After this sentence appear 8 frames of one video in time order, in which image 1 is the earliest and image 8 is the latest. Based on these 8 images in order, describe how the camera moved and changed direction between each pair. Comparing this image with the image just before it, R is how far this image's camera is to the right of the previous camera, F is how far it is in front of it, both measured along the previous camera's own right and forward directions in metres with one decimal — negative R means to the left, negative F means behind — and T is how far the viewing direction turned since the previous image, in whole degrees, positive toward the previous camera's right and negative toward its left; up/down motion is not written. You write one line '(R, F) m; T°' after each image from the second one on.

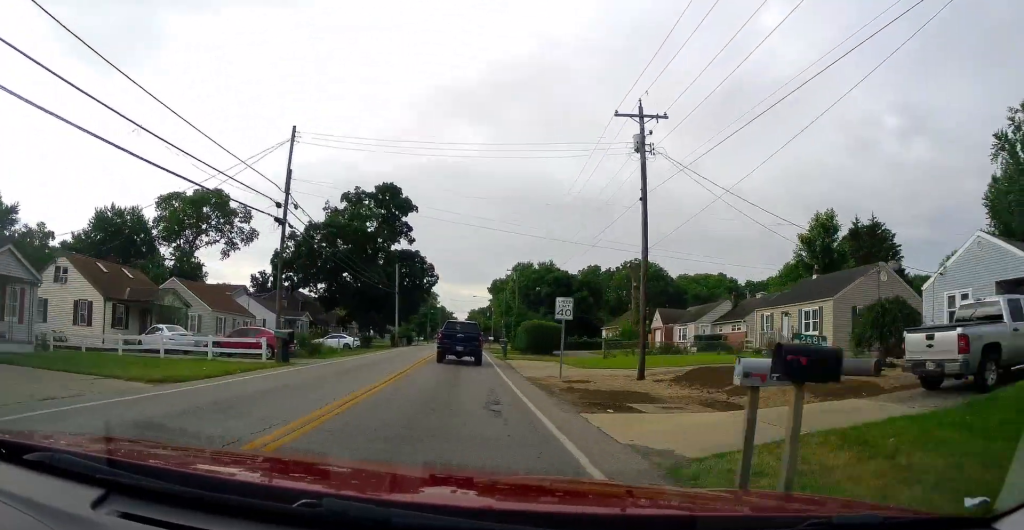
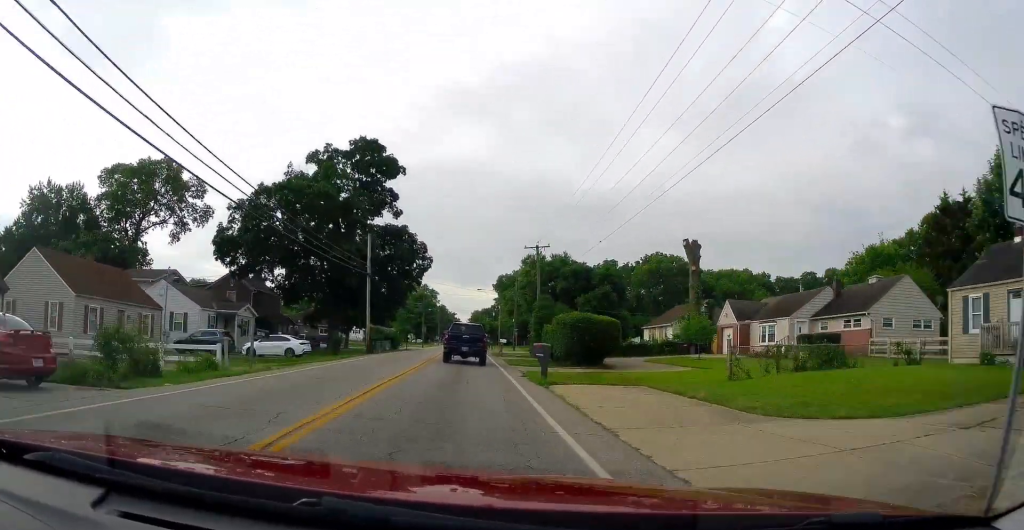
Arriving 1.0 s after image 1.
(-0.1, +18.3) m; -2°
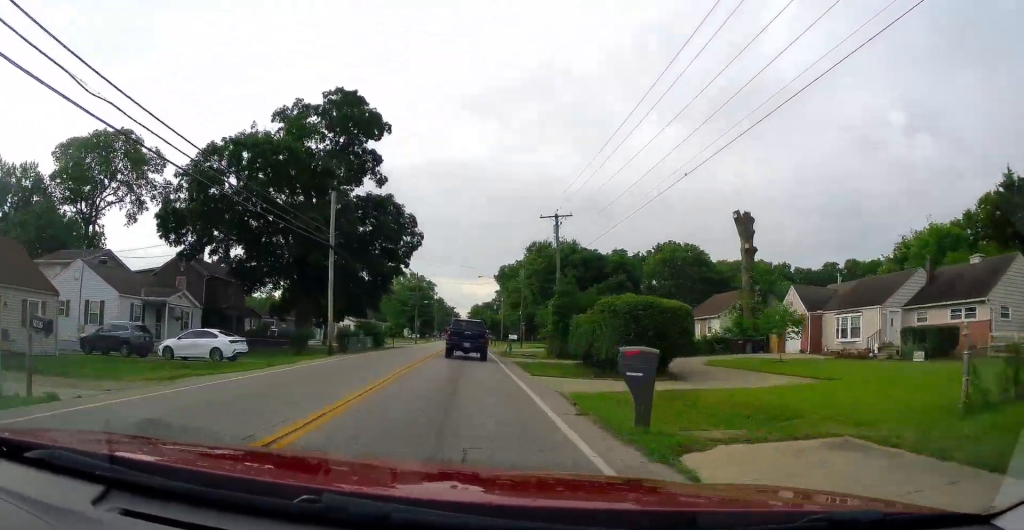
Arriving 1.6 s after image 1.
(-0.5, +11.0) m; 0°
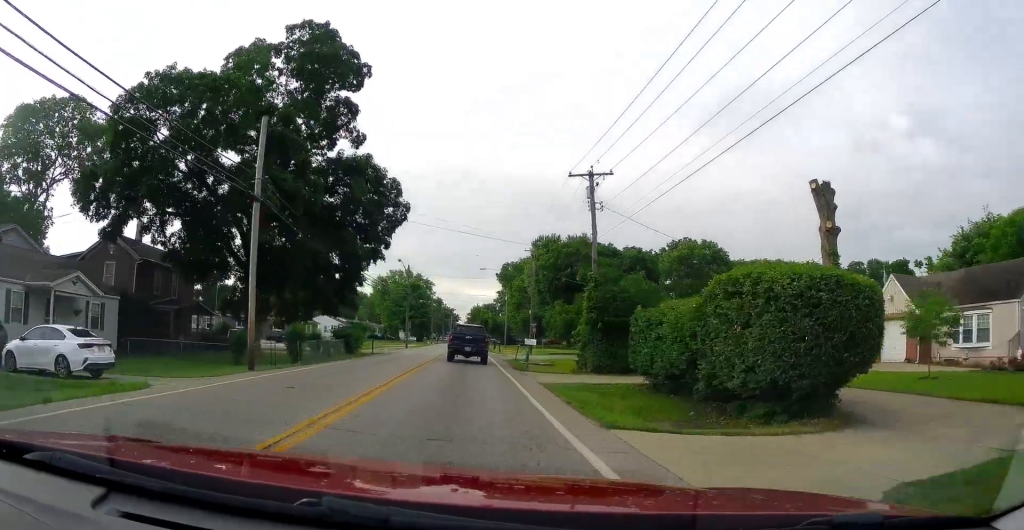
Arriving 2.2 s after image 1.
(+0.3, +10.9) m; +1°
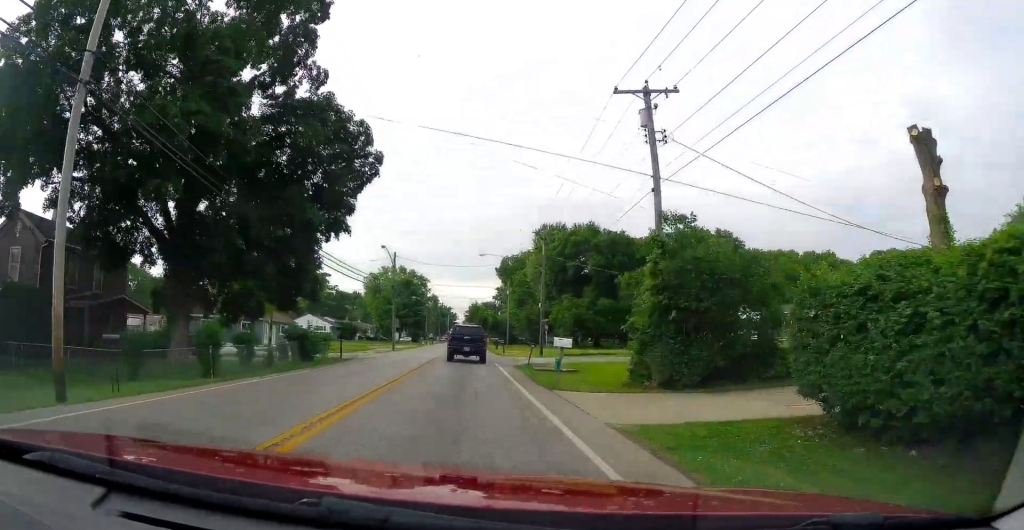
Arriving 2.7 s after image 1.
(+0.3, +9.7) m; +1°
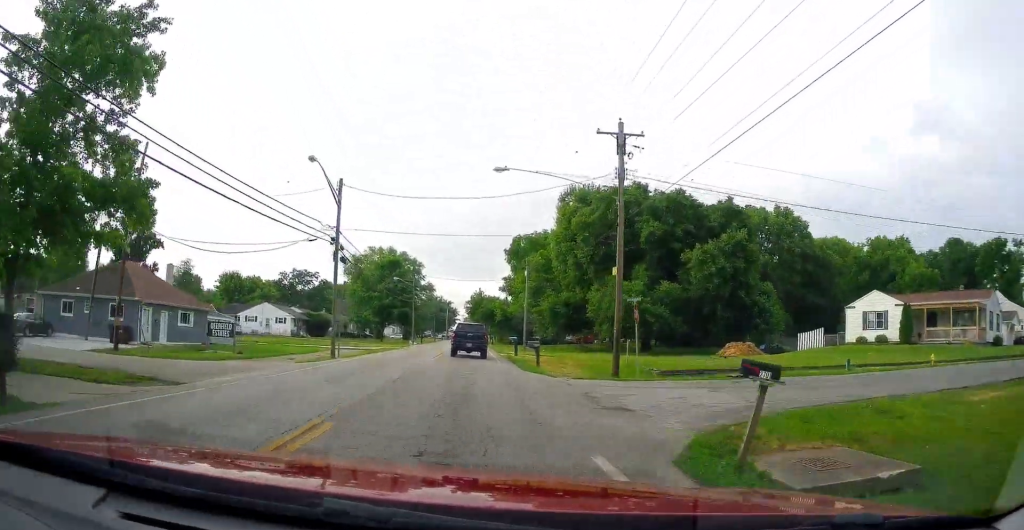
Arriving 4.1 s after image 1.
(-0.7, +24.7) m; -1°
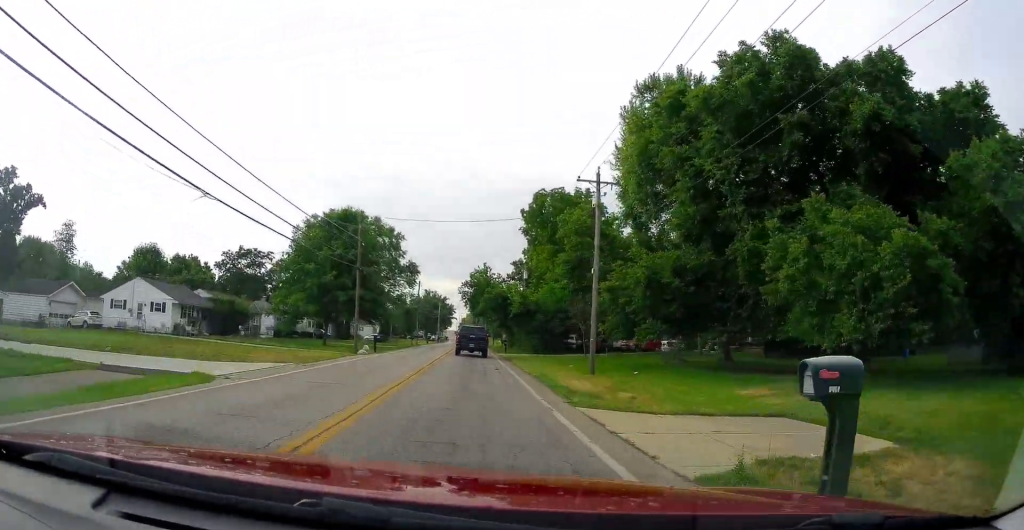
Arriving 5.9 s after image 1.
(+0.6, +35.2) m; +2°
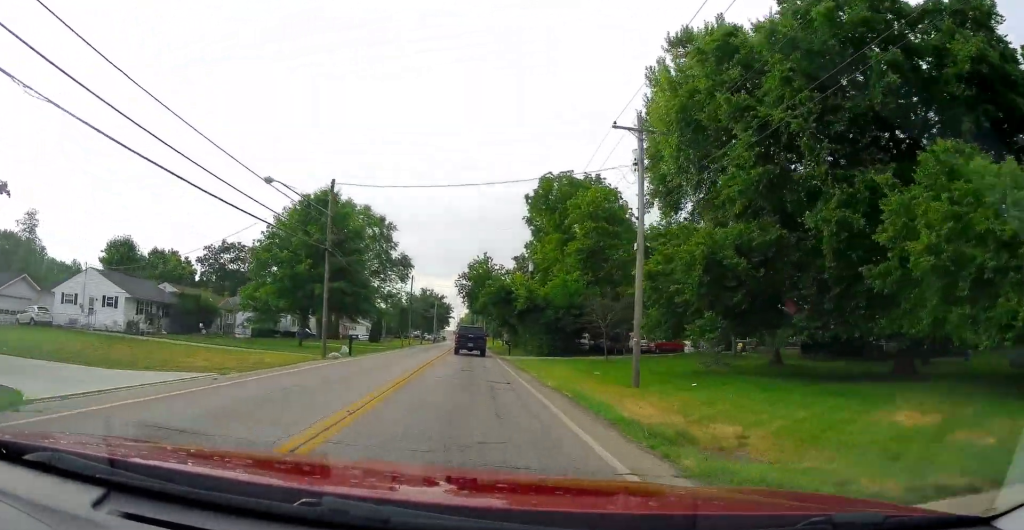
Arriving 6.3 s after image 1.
(0.0, +7.6) m; 0°
